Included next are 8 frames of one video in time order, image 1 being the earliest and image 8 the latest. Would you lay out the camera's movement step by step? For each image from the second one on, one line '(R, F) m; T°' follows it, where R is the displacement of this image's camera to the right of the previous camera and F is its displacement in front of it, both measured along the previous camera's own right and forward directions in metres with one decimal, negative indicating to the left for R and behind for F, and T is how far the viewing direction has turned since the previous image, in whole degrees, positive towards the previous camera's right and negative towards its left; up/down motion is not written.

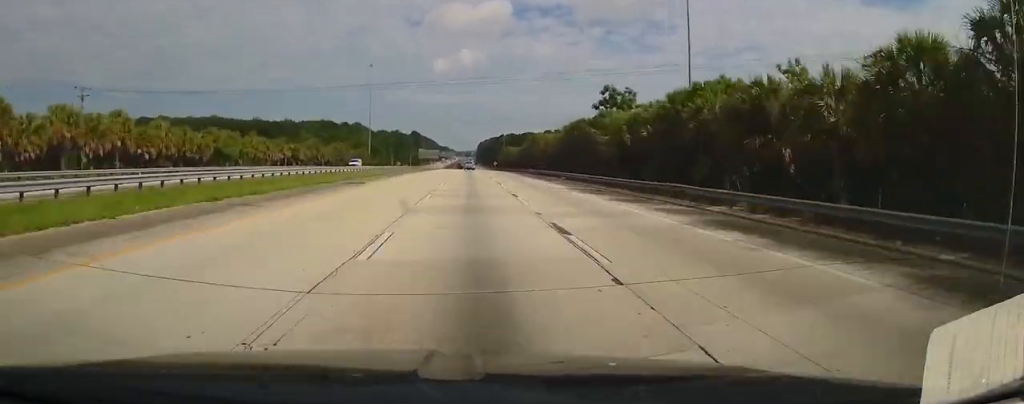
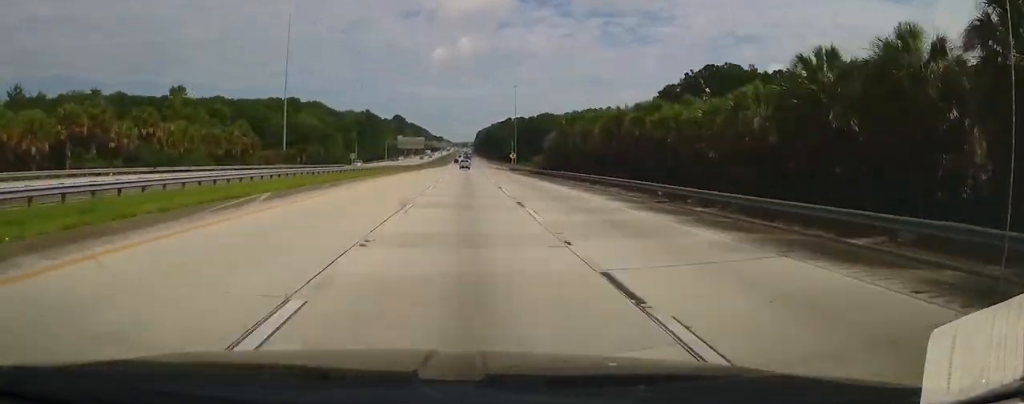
(+0.8, +105.6) m; 0°
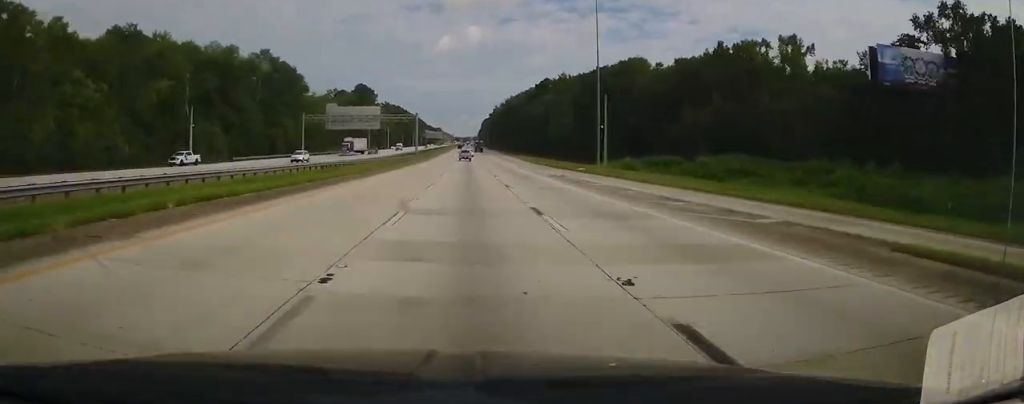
(+0.1, +149.5) m; 0°
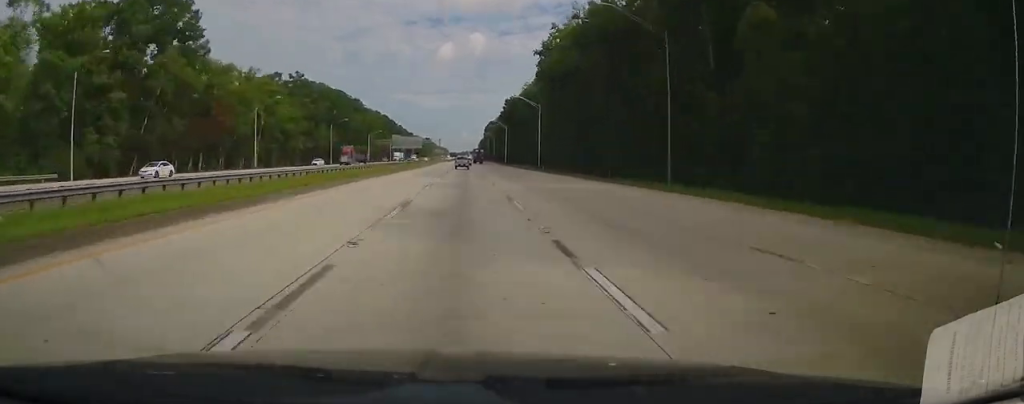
(+0.8, +181.2) m; 0°
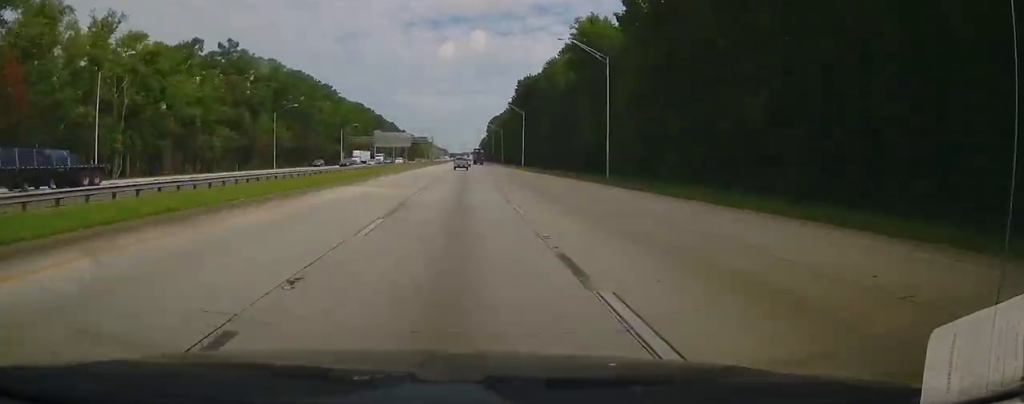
(-0.1, +51.8) m; 0°
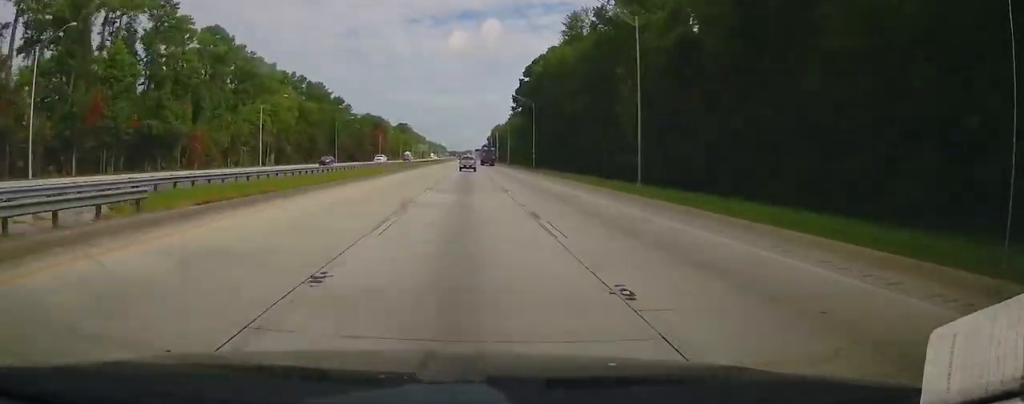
(-1.0, +206.8) m; 0°
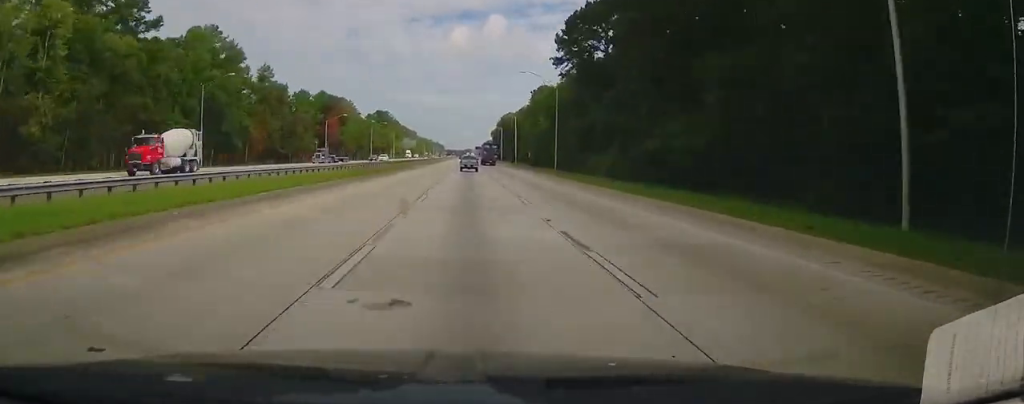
(-0.2, +90.3) m; 0°
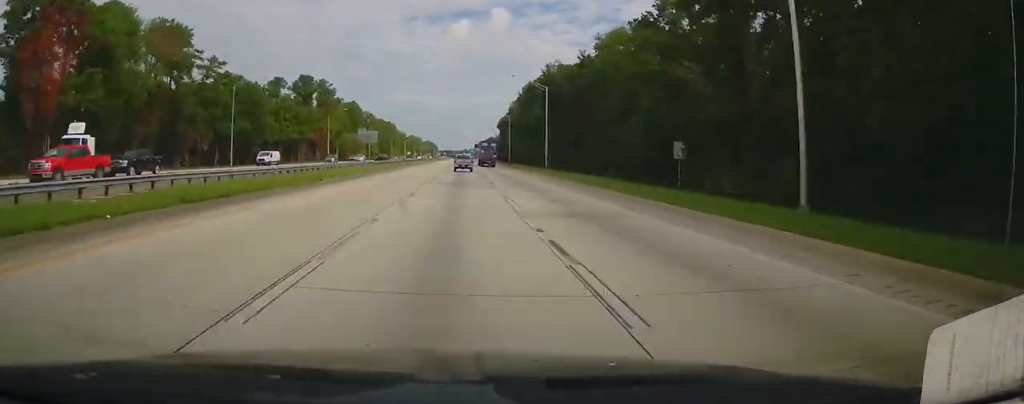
(+0.2, +124.2) m; 0°
